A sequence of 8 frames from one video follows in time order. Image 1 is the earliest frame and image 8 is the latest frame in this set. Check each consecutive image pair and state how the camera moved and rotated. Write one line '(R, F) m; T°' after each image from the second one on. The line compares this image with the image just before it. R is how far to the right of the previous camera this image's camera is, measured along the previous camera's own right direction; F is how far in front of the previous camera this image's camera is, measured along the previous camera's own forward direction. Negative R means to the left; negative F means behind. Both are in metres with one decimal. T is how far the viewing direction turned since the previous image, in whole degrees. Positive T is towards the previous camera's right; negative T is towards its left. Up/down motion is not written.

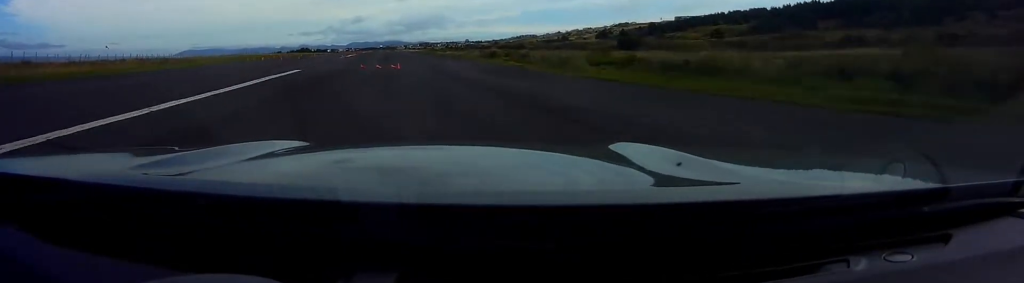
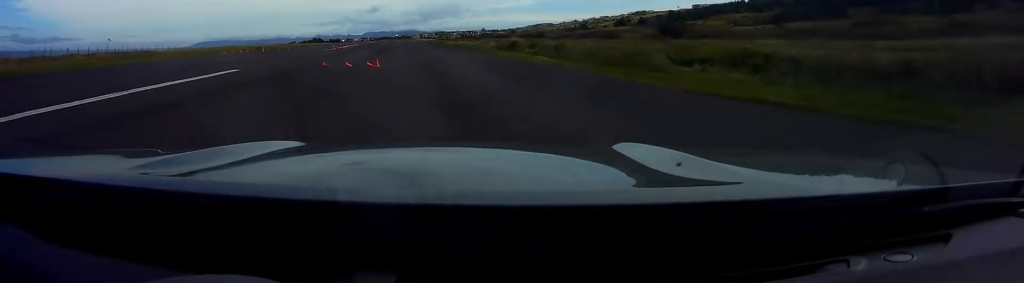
(0.0, +9.6) m; -1°
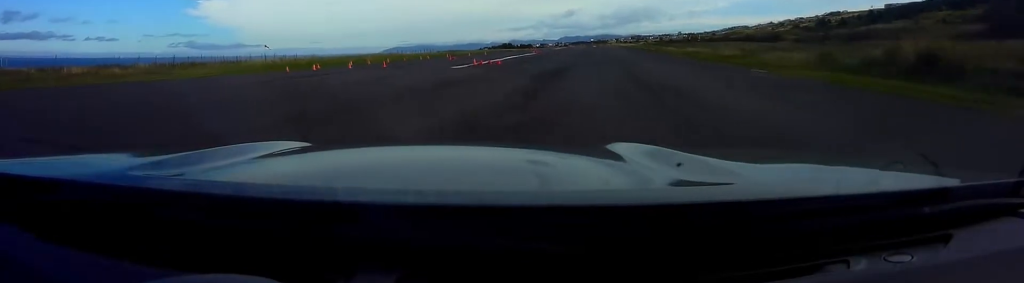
(-1.0, +26.4) m; -12°
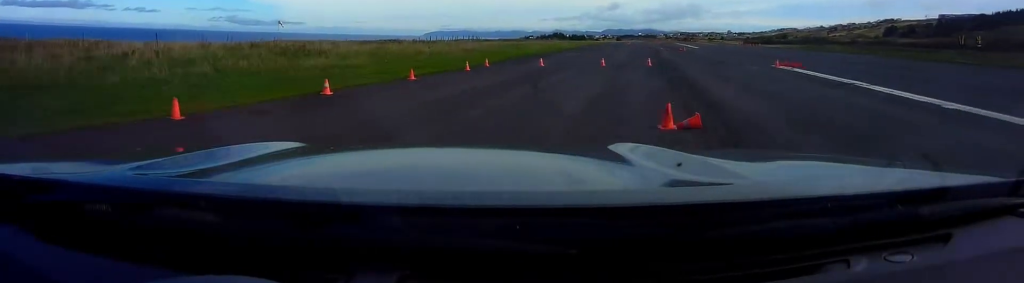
(-6.4, +38.4) m; -2°
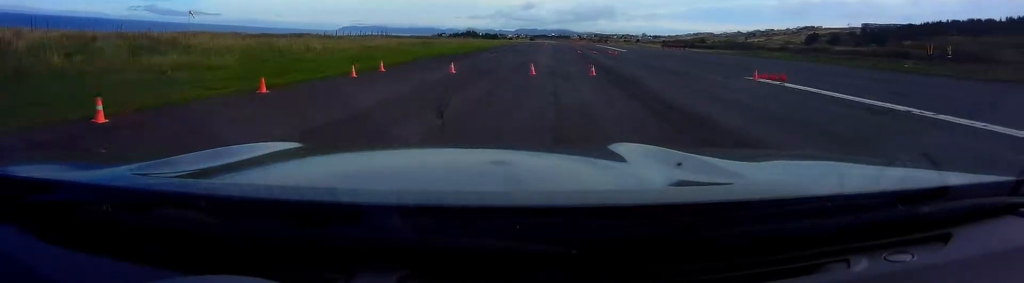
(-0.2, +5.3) m; +5°
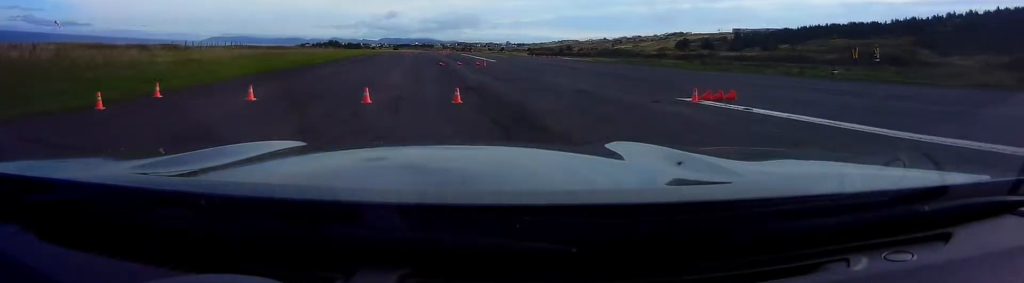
(+1.0, +6.0) m; +7°
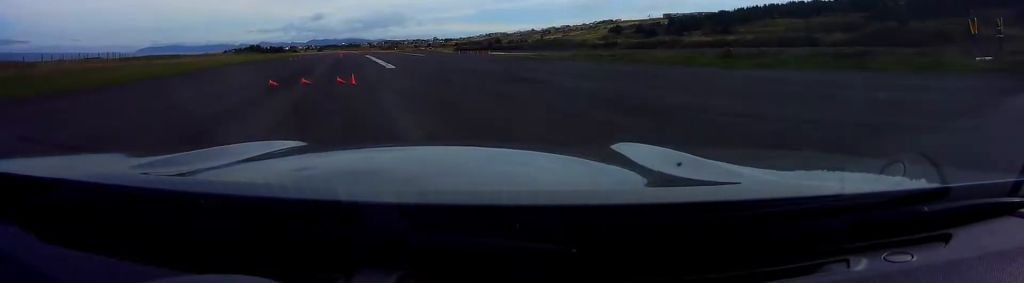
(+1.9, +14.4) m; +2°
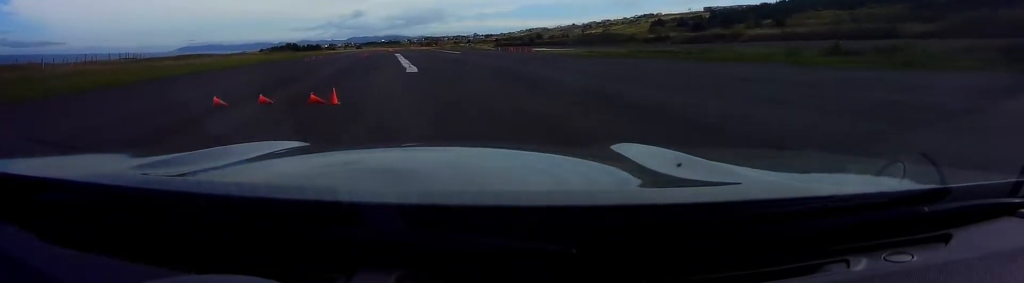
(+0.3, +5.4) m; -3°
